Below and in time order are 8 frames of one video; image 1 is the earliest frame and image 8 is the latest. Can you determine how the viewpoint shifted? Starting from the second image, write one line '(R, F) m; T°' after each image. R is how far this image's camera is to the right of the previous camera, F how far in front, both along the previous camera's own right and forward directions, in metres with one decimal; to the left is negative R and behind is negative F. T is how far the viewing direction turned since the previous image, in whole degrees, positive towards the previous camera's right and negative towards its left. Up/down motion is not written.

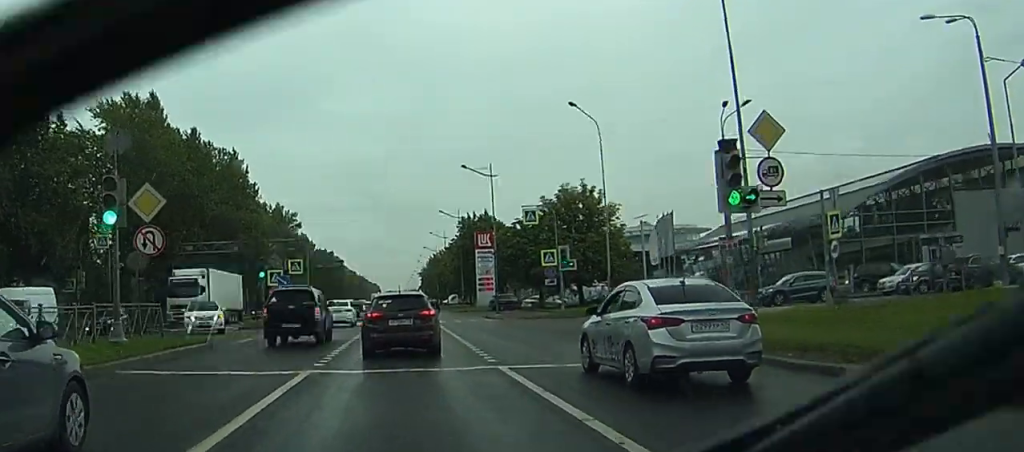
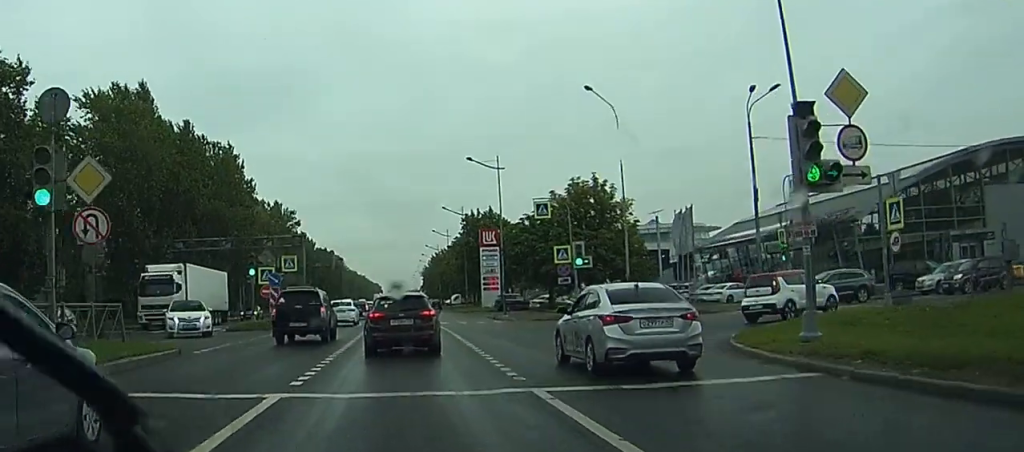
(0.0, +2.7) m; +1°
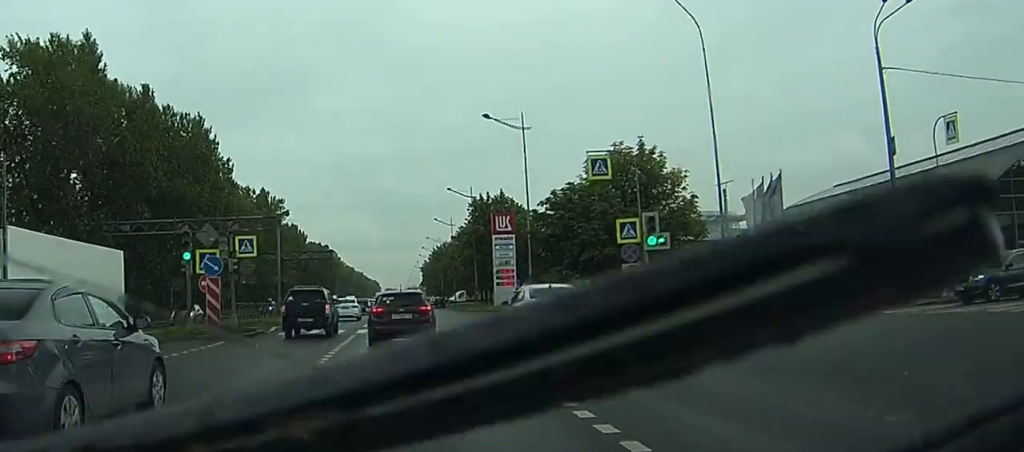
(+0.3, +11.7) m; +3°
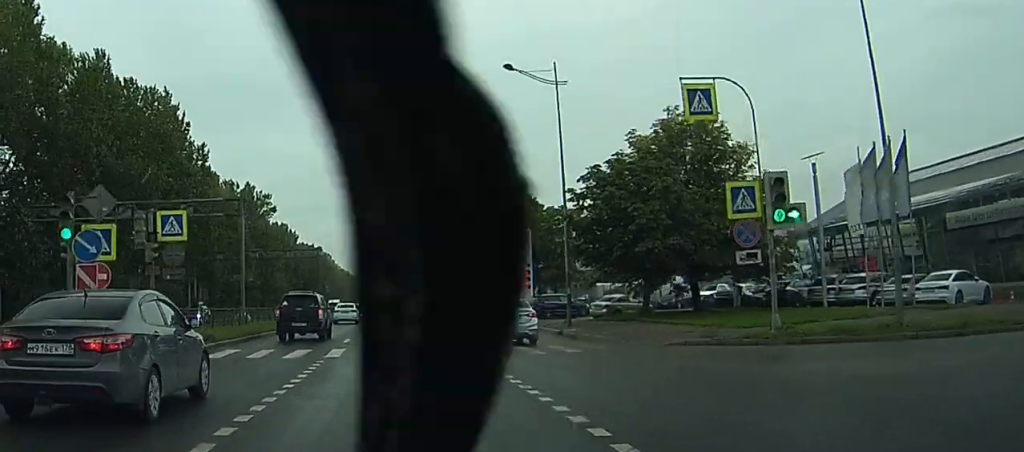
(0.0, +10.5) m; 0°
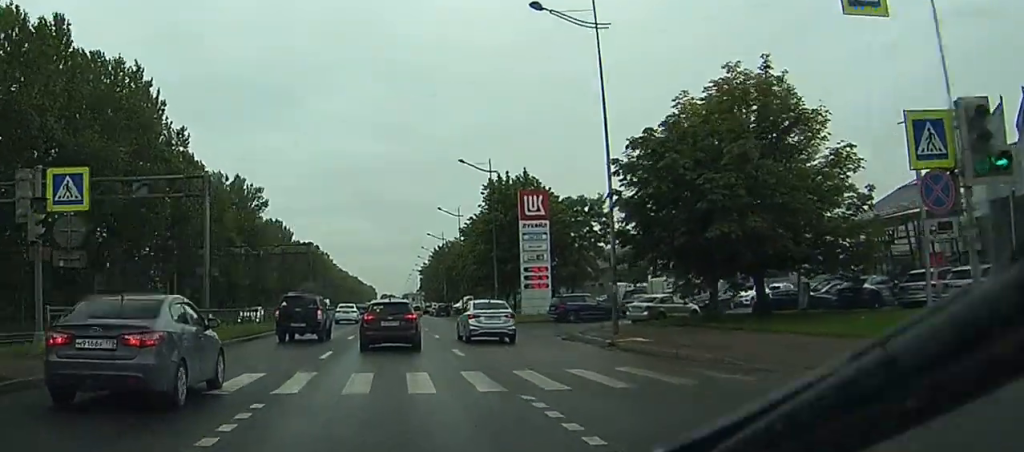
(0.0, +7.7) m; 0°
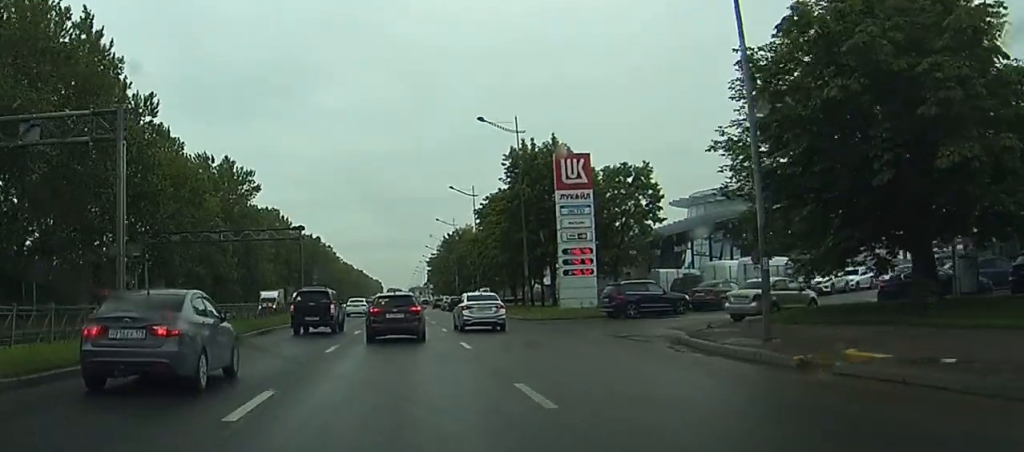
(-0.1, +11.1) m; 0°
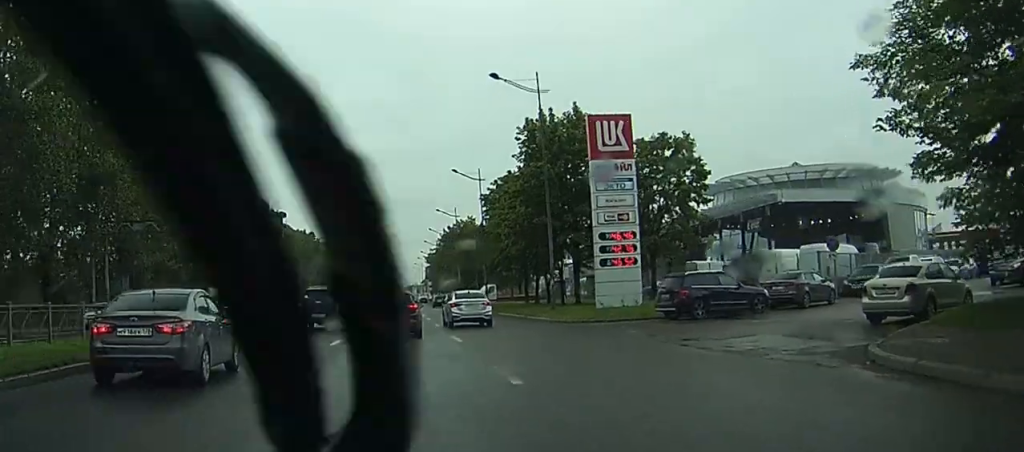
(+0.1, +9.0) m; 0°
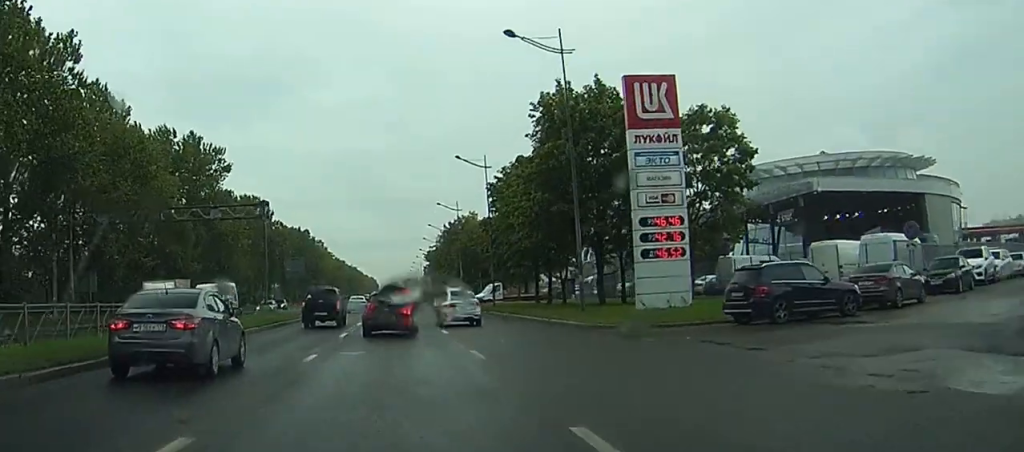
(0.0, +7.0) m; 0°
